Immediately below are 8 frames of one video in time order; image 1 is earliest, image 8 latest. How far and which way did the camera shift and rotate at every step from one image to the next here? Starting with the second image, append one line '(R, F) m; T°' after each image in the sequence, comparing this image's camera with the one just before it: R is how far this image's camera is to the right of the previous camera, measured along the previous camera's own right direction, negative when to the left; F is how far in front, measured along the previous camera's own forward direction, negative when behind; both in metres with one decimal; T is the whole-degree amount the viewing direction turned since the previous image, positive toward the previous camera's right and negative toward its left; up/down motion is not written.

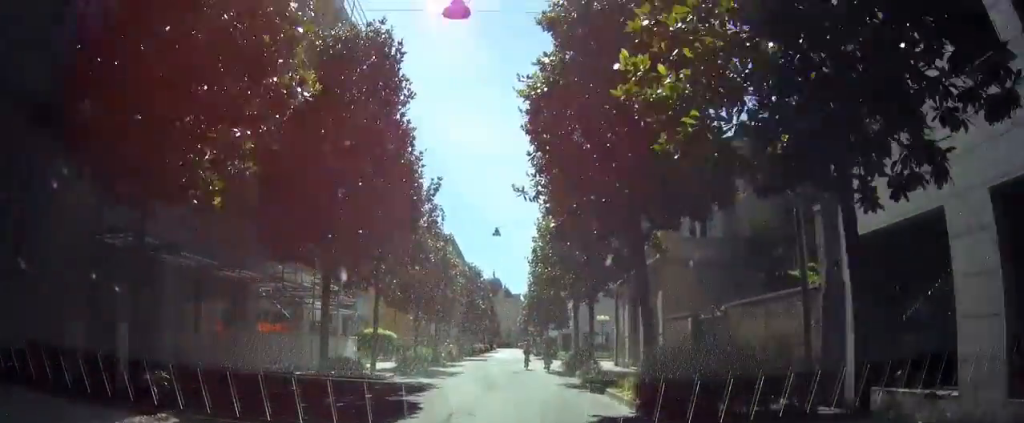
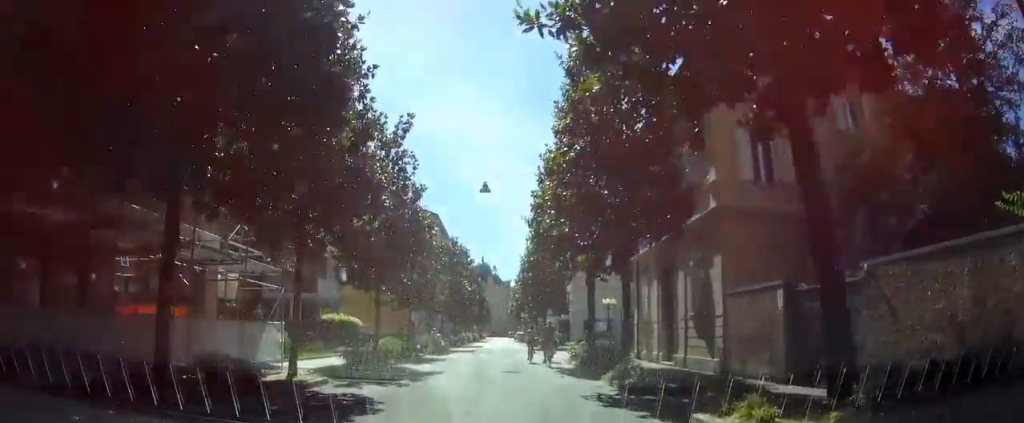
(+0.1, +3.8) m; +6°
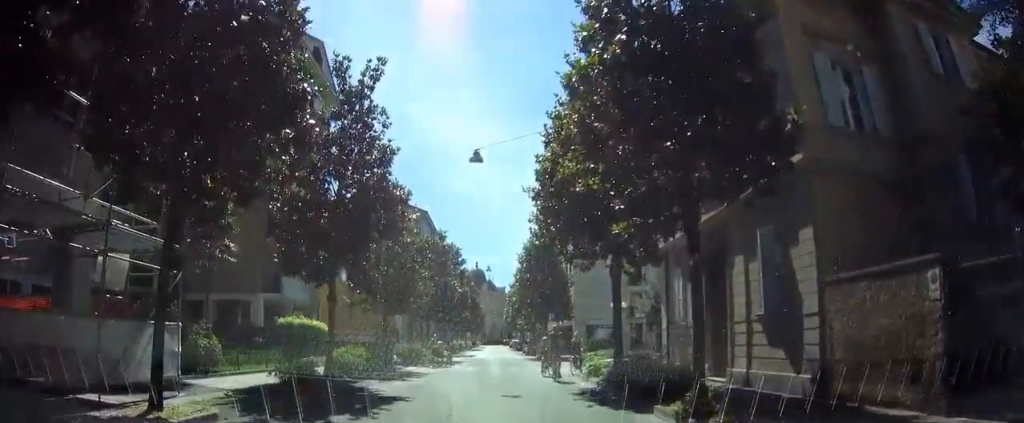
(+0.3, +3.2) m; +7°
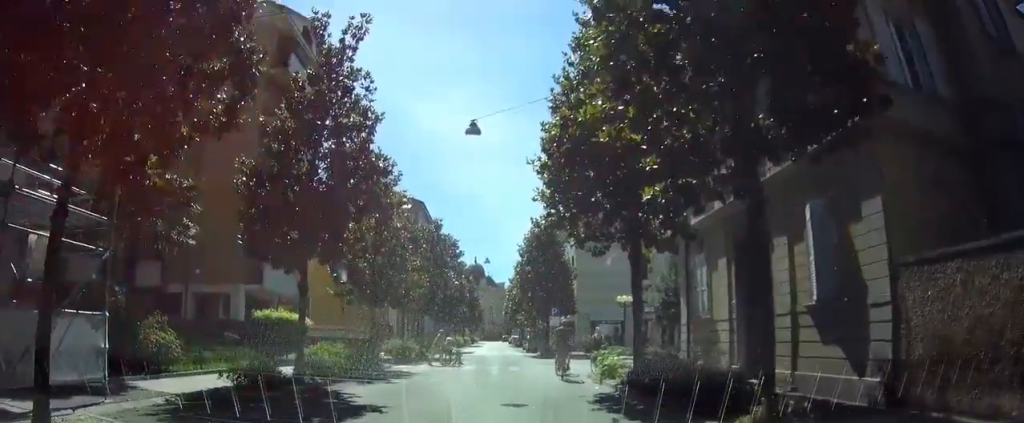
(0.0, +1.6) m; +1°
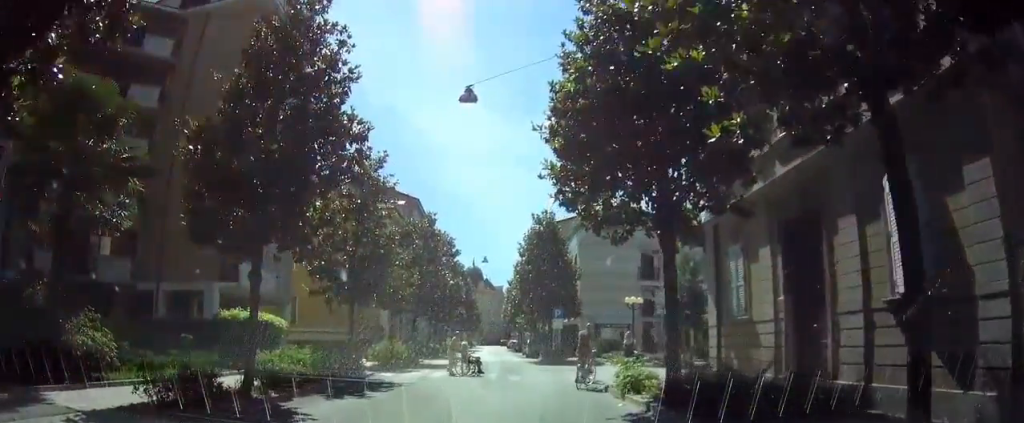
(0.0, +2.3) m; 0°
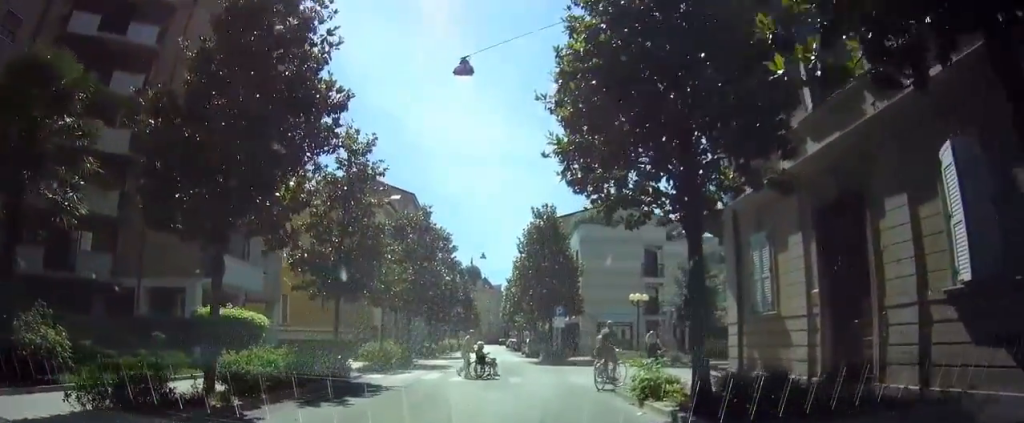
(0.0, +1.4) m; 0°
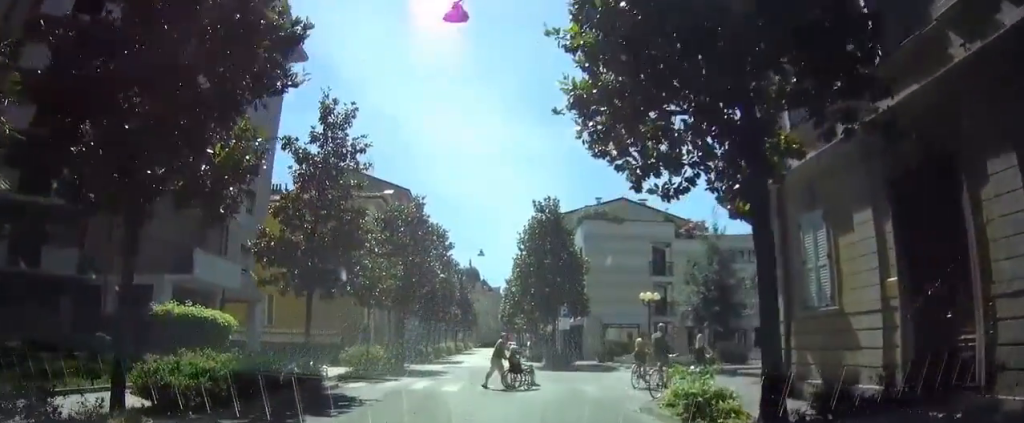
(0.0, +2.4) m; 0°
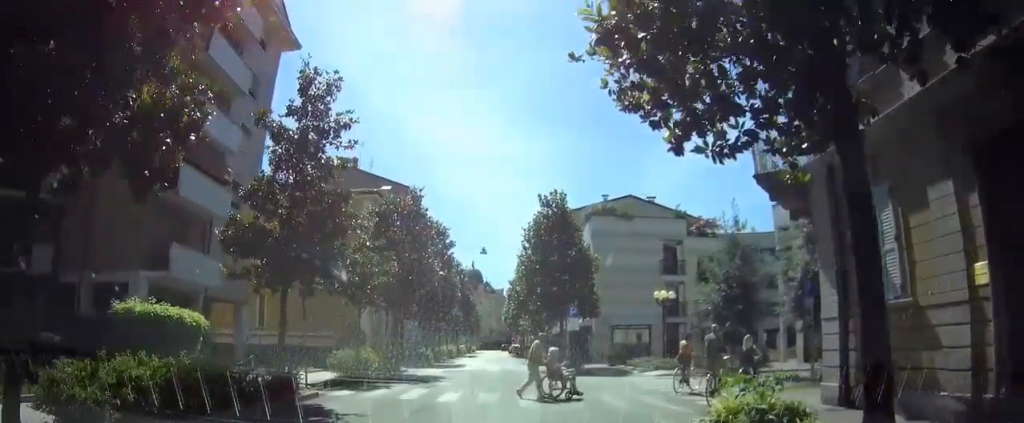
(0.0, +1.8) m; 0°
